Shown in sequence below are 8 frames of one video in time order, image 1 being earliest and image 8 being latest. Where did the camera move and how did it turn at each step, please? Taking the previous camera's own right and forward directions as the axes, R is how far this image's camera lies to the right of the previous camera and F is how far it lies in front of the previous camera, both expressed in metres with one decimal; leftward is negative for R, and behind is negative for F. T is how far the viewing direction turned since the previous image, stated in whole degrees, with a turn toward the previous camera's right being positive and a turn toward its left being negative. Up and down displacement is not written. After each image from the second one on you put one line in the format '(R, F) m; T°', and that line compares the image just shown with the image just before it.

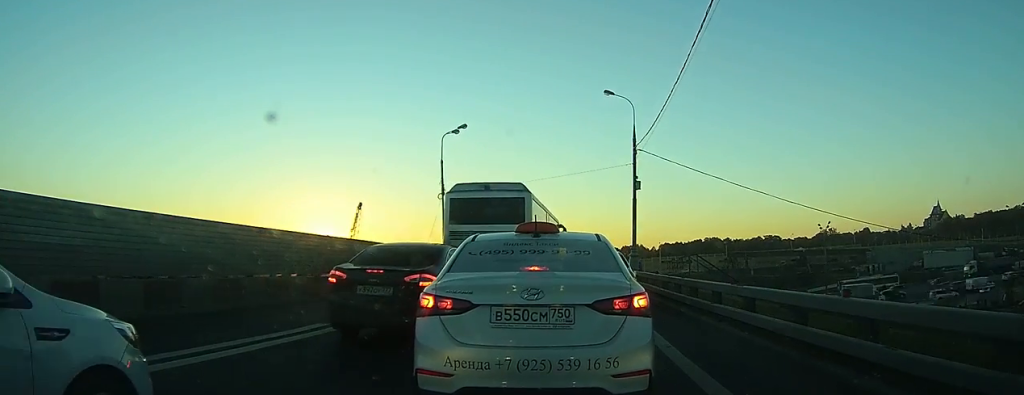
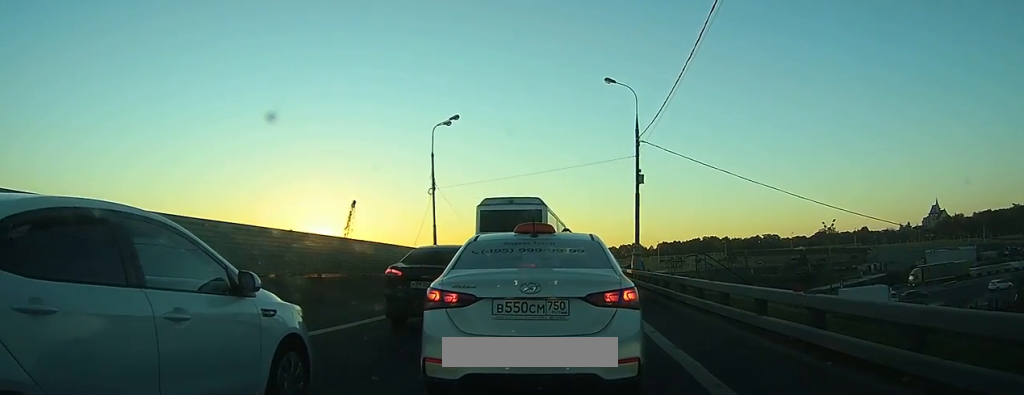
(+0.1, +3.0) m; +1°
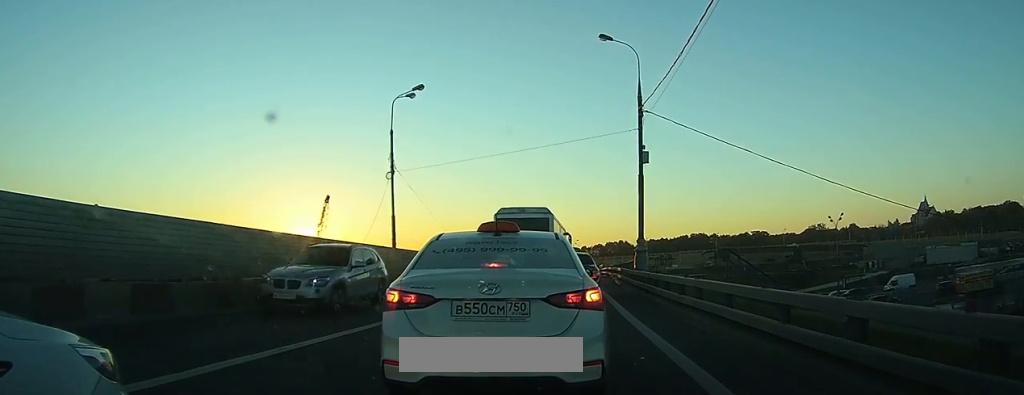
(+0.3, +6.6) m; +5°
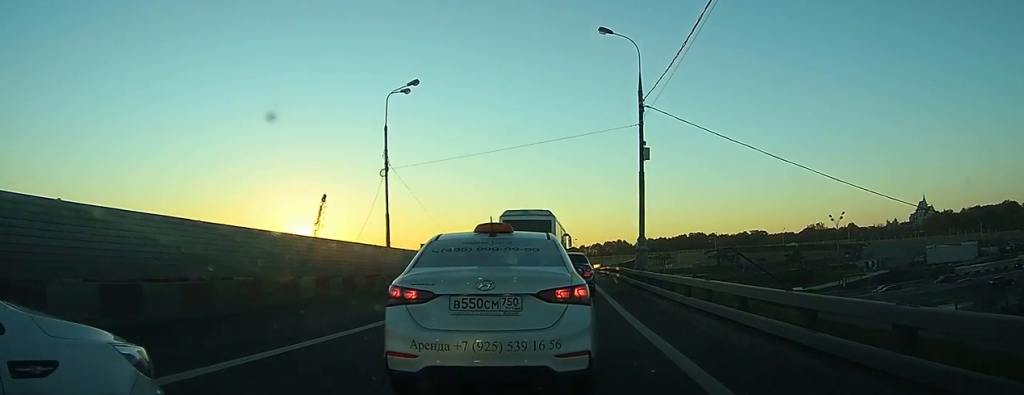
(0.0, +1.2) m; 0°
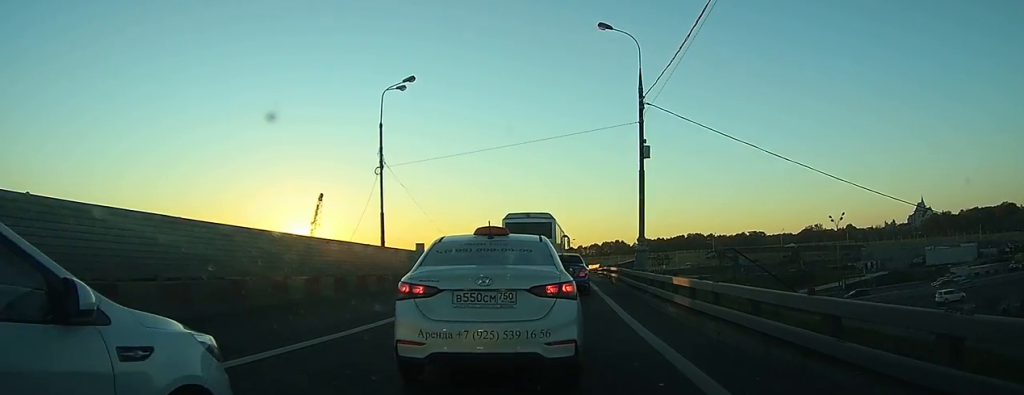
(0.0, +1.1) m; -1°
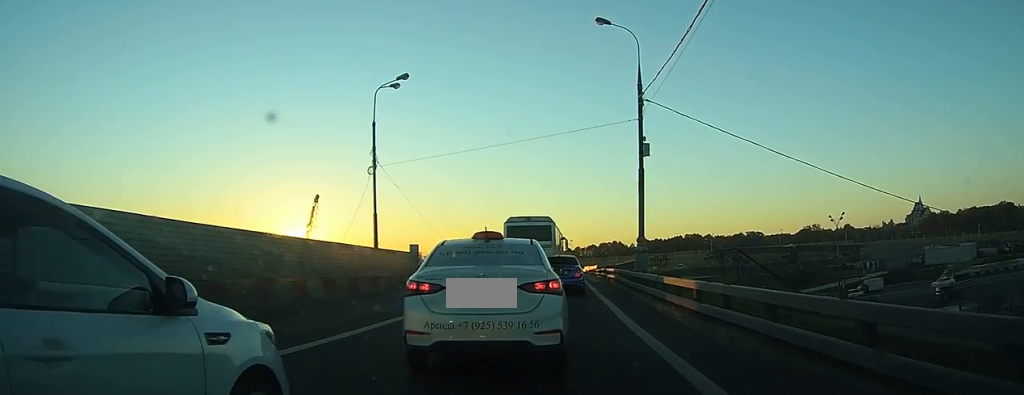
(0.0, +1.2) m; -1°
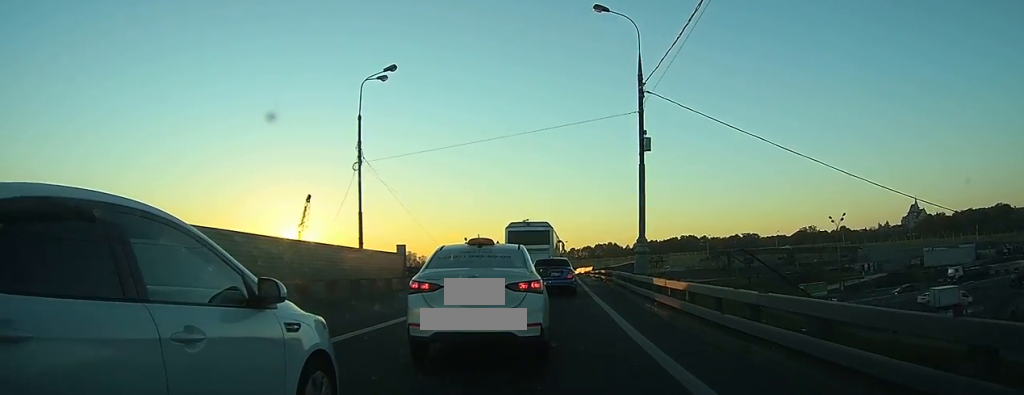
(0.0, +2.0) m; 0°
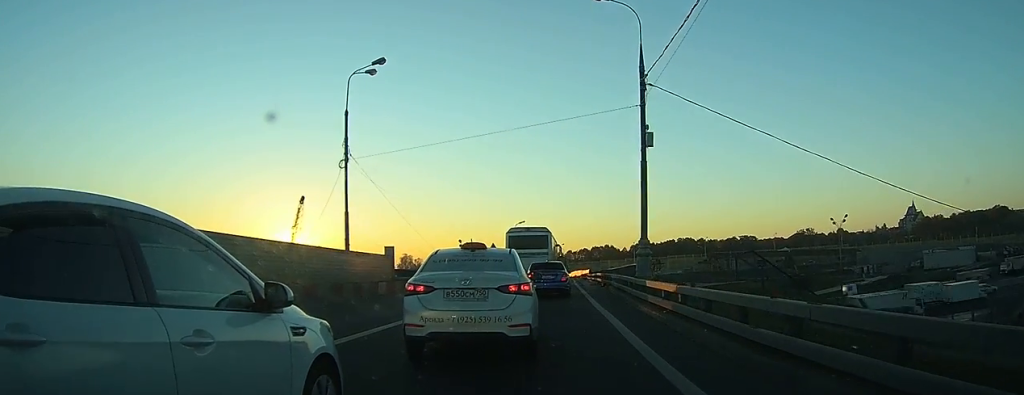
(0.0, +1.5) m; +1°
